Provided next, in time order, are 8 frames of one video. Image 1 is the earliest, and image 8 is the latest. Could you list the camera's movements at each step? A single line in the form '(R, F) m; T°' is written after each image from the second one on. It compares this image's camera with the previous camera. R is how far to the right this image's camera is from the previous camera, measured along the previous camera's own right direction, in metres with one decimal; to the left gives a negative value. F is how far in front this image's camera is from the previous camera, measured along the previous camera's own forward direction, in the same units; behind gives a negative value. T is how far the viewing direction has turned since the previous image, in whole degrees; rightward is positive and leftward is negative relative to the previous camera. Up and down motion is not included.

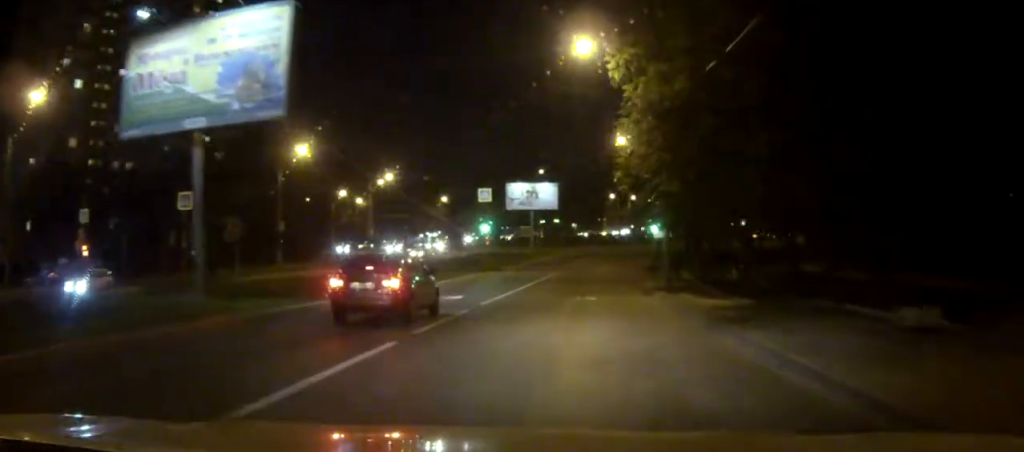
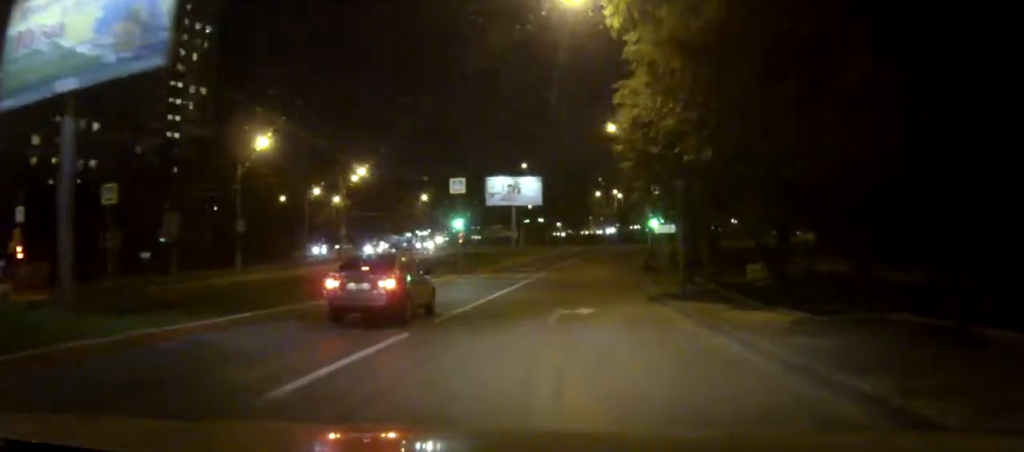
(+0.1, +6.4) m; +1°
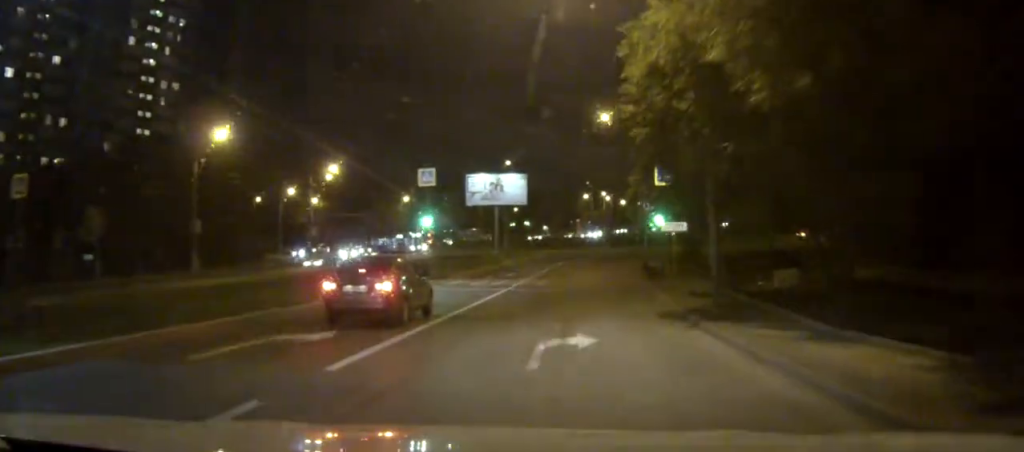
(0.0, +6.3) m; +1°
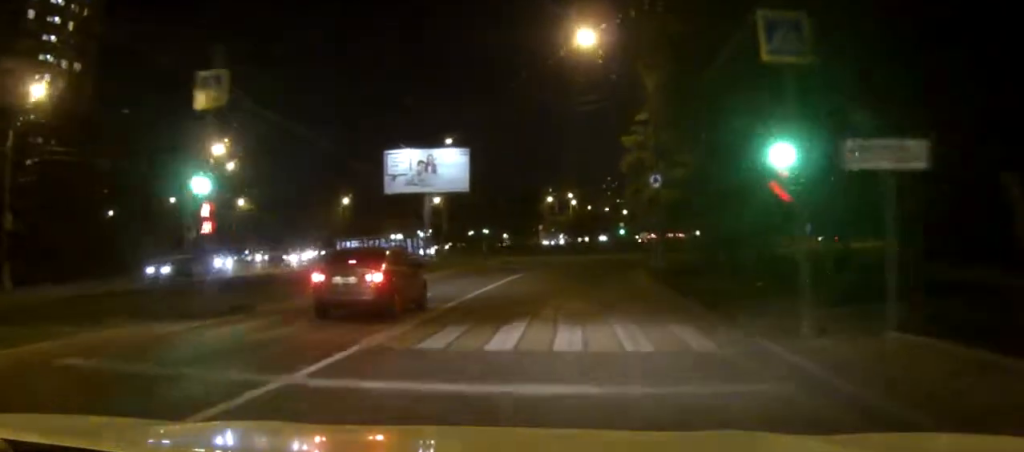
(+0.6, +21.3) m; +4°
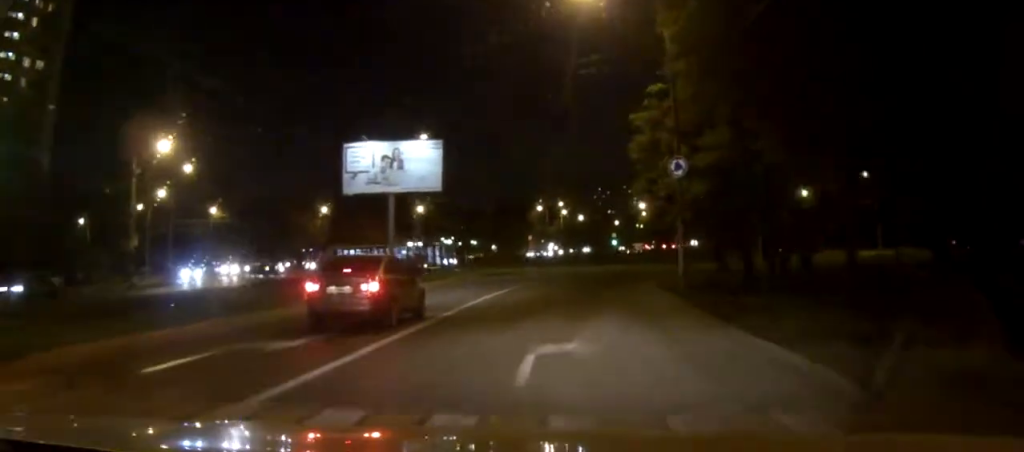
(+0.2, +8.2) m; +2°
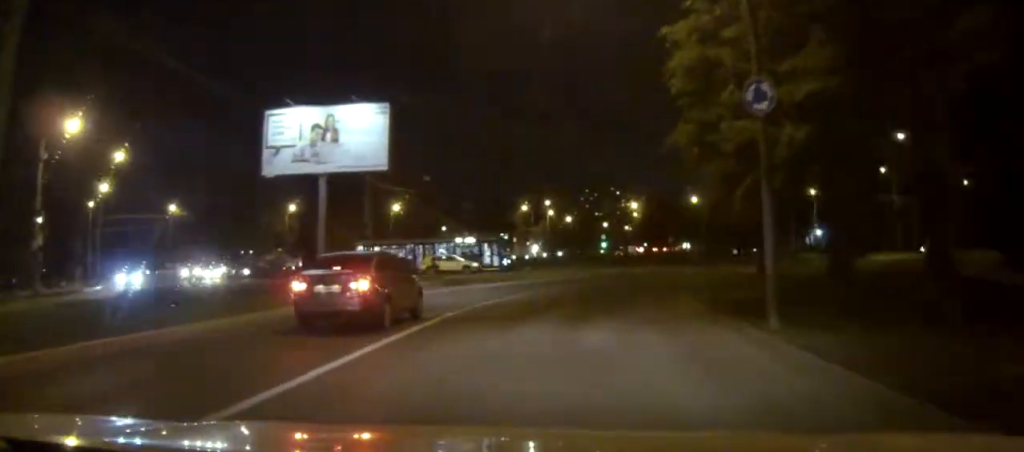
(+0.1, +11.0) m; -2°
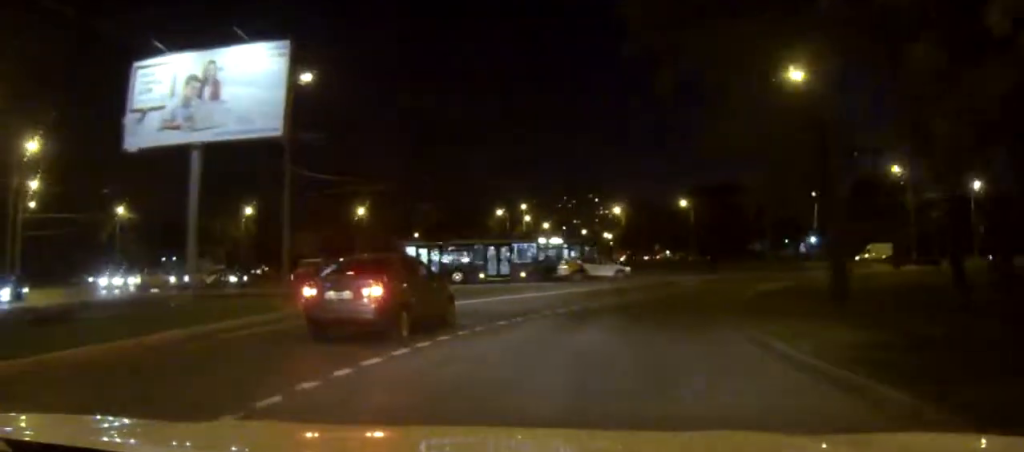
(-0.4, +10.9) m; -2°
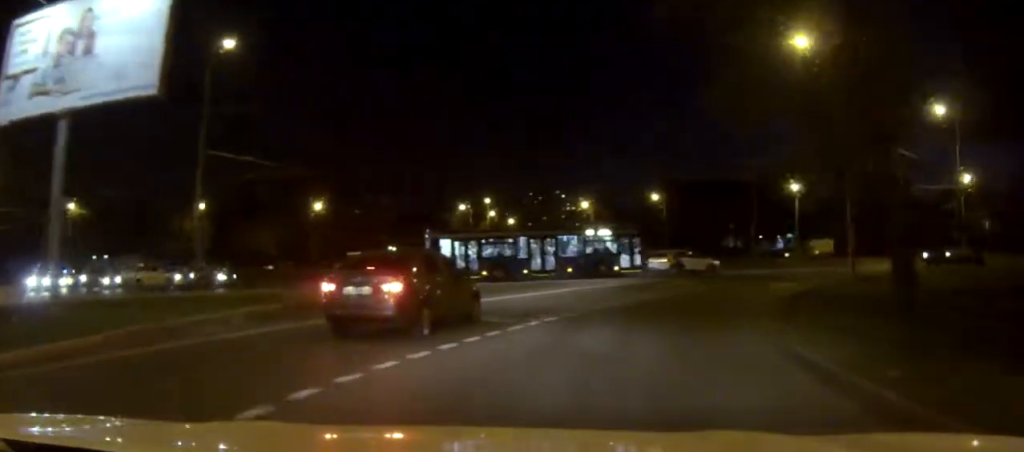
(+0.1, +6.2) m; 0°
